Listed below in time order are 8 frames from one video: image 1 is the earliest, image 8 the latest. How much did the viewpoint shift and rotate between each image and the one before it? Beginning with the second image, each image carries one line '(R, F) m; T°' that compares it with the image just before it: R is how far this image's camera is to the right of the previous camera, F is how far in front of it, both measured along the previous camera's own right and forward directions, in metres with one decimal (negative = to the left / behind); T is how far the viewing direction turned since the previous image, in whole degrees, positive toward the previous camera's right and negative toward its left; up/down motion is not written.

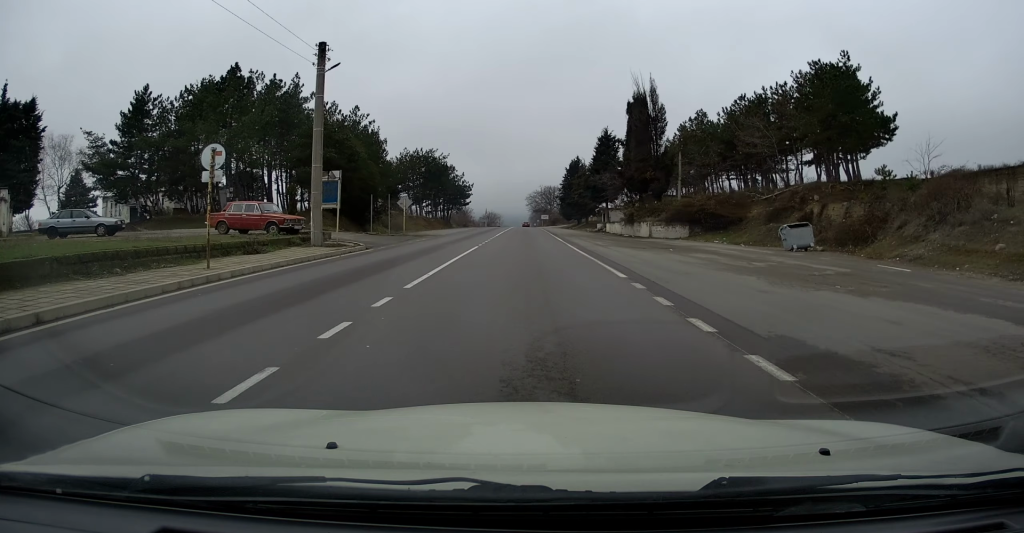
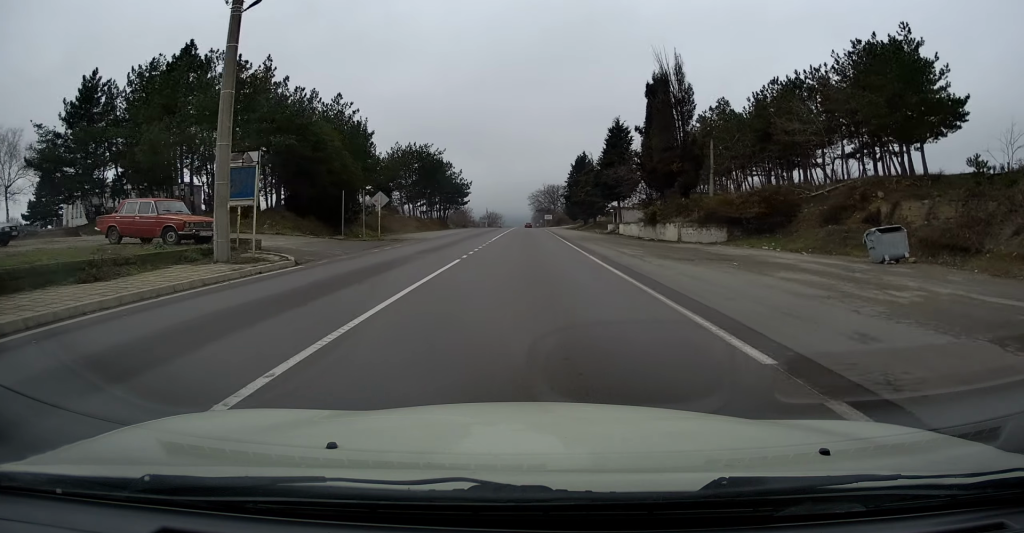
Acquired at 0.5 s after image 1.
(-0.2, +7.4) m; -1°
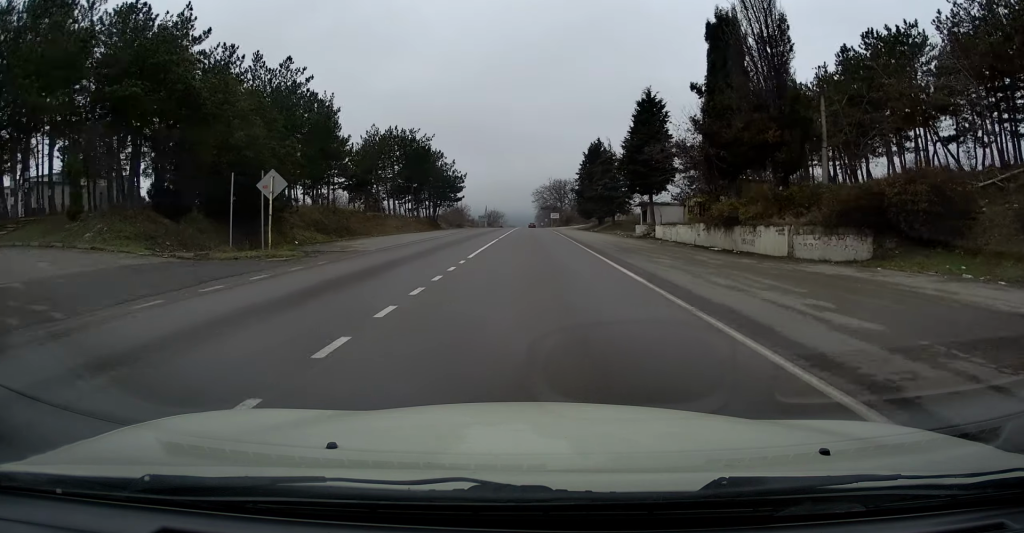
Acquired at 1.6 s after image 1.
(-0.2, +14.9) m; -1°
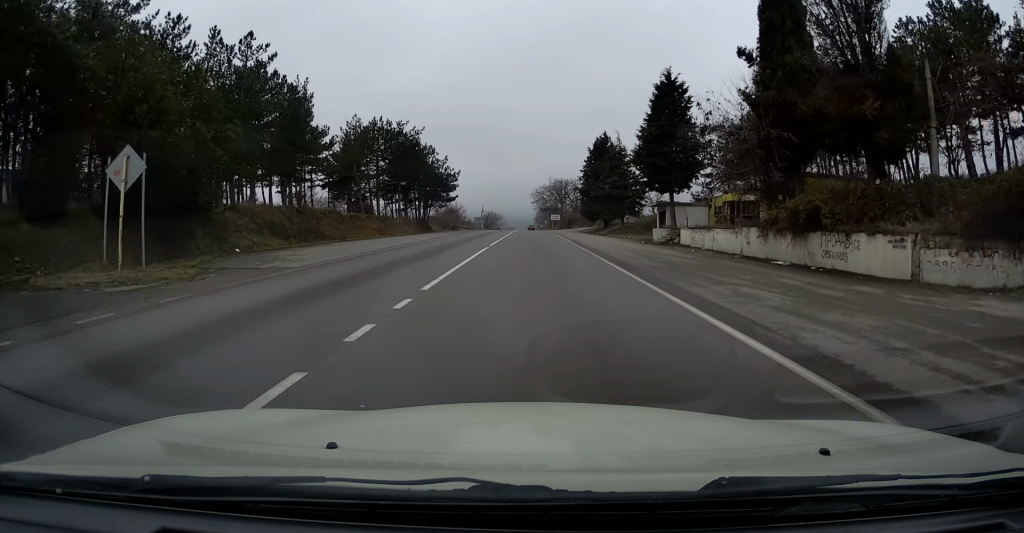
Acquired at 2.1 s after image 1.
(0.0, +7.5) m; 0°
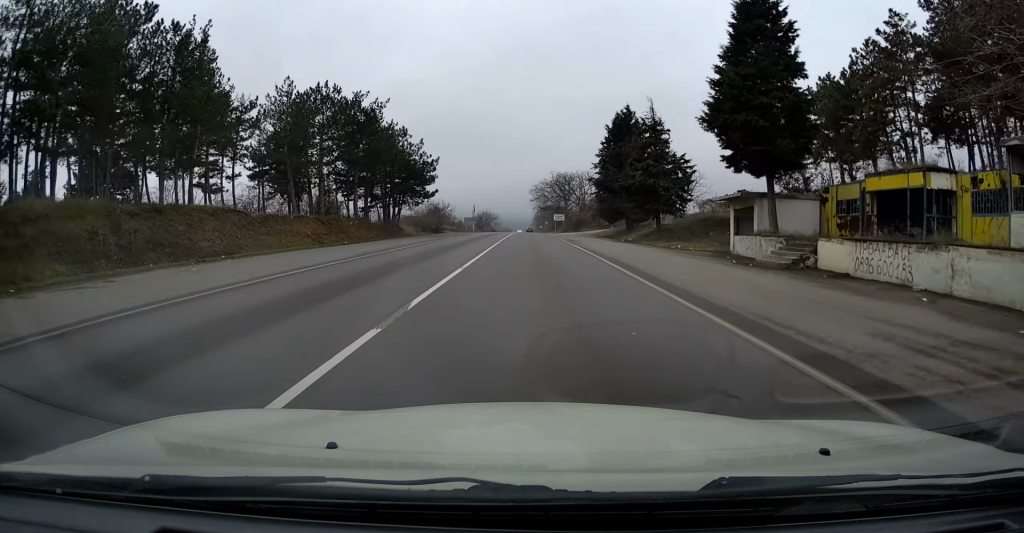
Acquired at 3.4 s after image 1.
(+0.1, +18.0) m; +1°
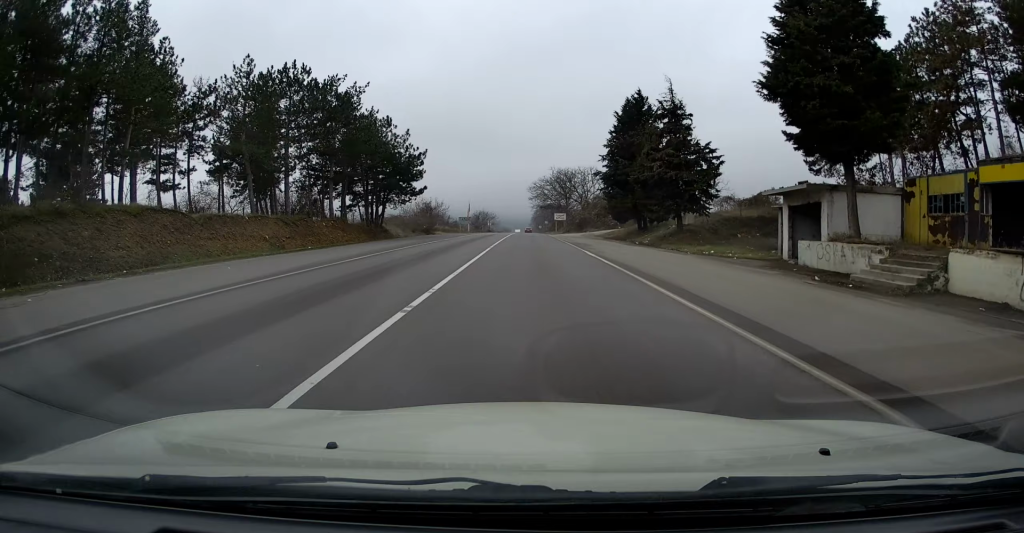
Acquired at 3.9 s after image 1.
(-0.1, +6.7) m; +1°
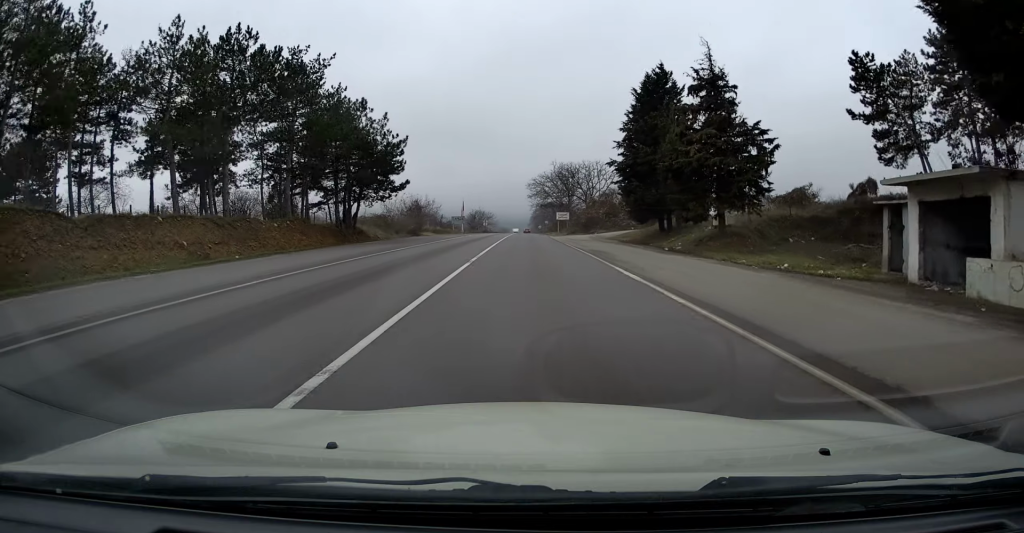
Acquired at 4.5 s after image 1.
(+0.2, +8.8) m; 0°
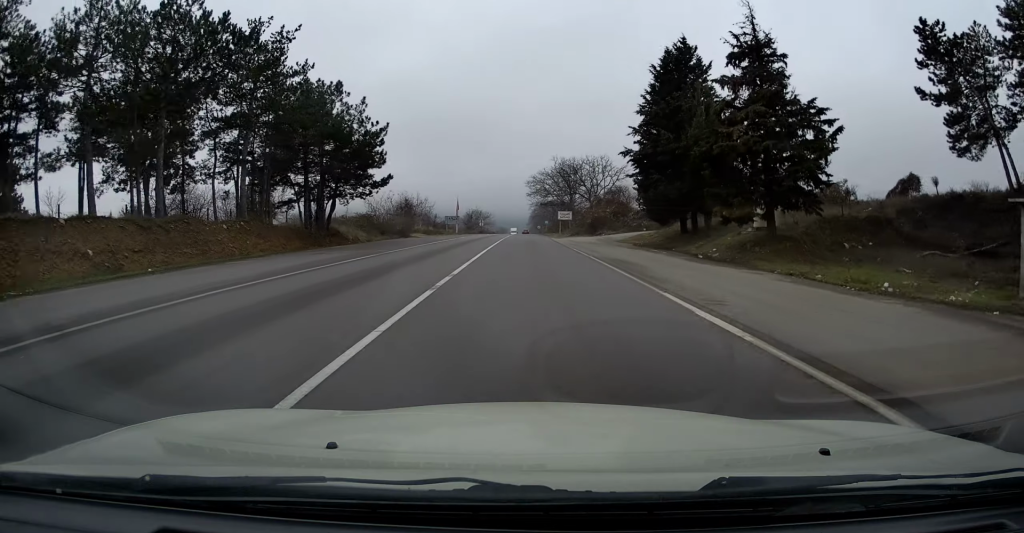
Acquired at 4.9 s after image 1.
(+0.3, +6.4) m; 0°
